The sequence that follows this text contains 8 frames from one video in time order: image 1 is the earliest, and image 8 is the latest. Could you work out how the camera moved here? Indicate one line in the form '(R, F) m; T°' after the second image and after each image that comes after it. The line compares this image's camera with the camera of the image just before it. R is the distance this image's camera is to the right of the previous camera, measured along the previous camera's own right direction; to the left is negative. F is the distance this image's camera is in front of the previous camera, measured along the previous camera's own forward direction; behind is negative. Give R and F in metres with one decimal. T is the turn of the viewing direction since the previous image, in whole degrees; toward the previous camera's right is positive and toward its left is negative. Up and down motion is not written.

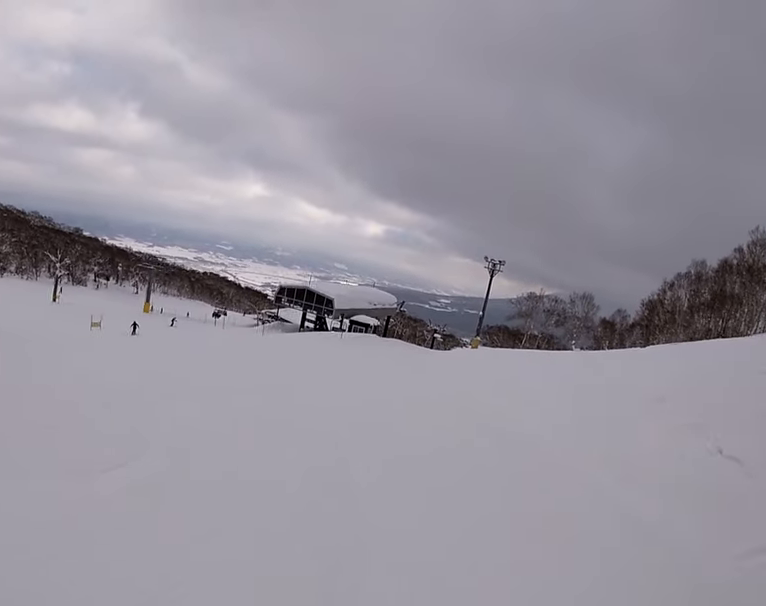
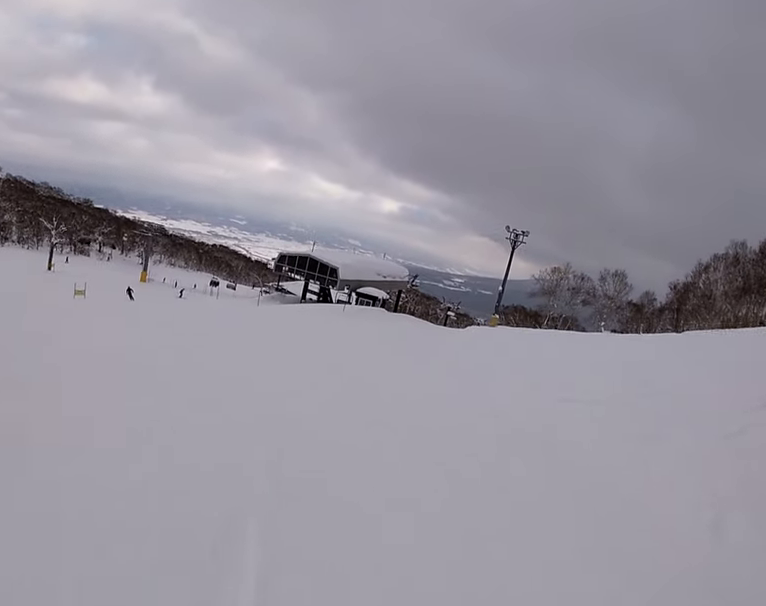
(-0.4, +4.7) m; -5°
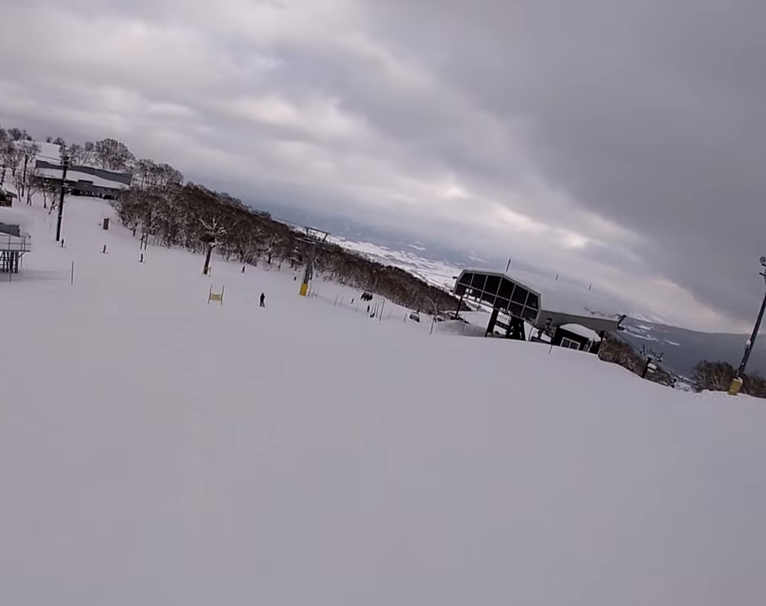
(-0.2, +10.4) m; -8°
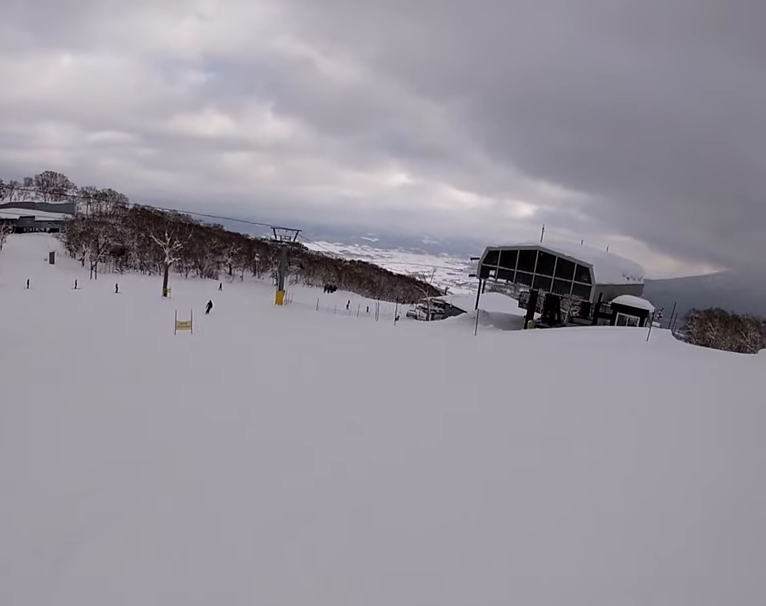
(-1.5, +9.5) m; -12°
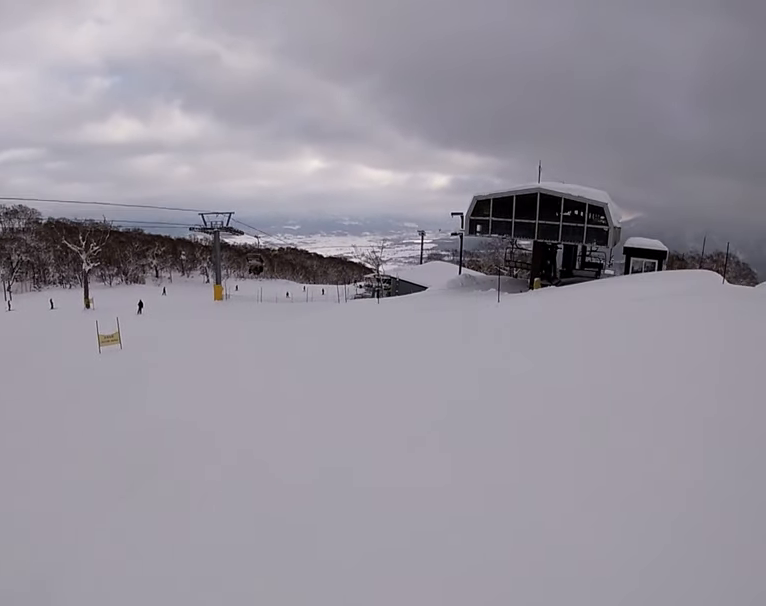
(-0.2, +7.9) m; +4°
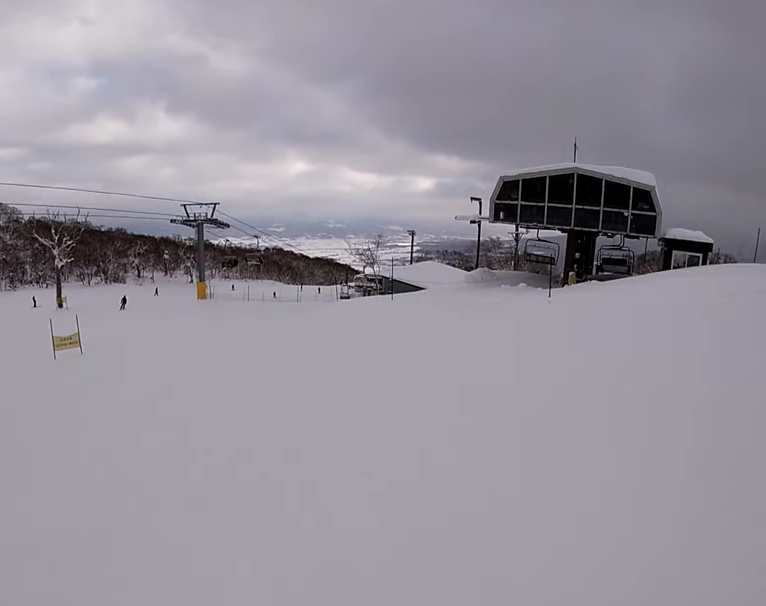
(+0.2, +4.9) m; +6°
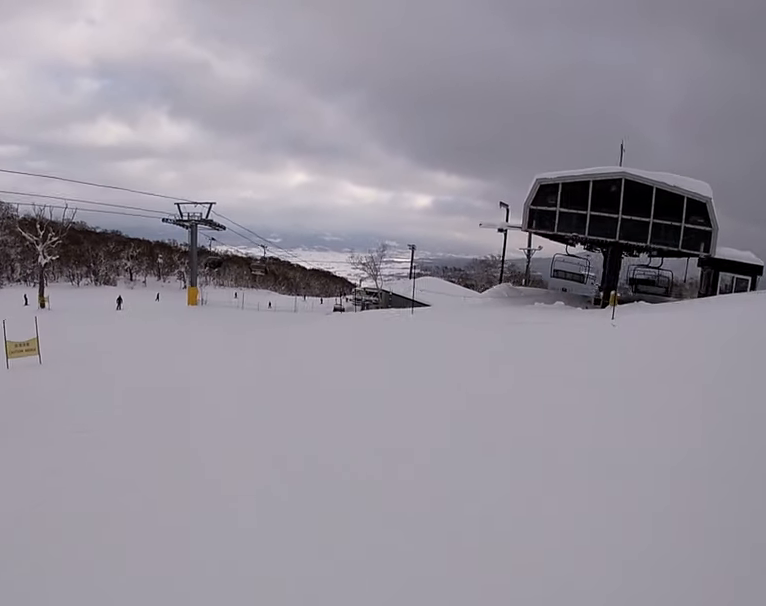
(+0.3, +3.8) m; -2°
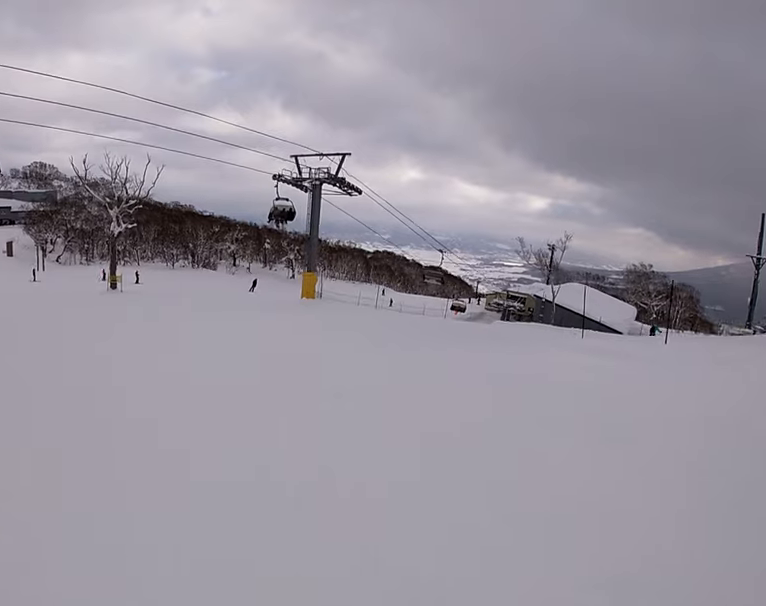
(-1.2, +14.4) m; -10°
